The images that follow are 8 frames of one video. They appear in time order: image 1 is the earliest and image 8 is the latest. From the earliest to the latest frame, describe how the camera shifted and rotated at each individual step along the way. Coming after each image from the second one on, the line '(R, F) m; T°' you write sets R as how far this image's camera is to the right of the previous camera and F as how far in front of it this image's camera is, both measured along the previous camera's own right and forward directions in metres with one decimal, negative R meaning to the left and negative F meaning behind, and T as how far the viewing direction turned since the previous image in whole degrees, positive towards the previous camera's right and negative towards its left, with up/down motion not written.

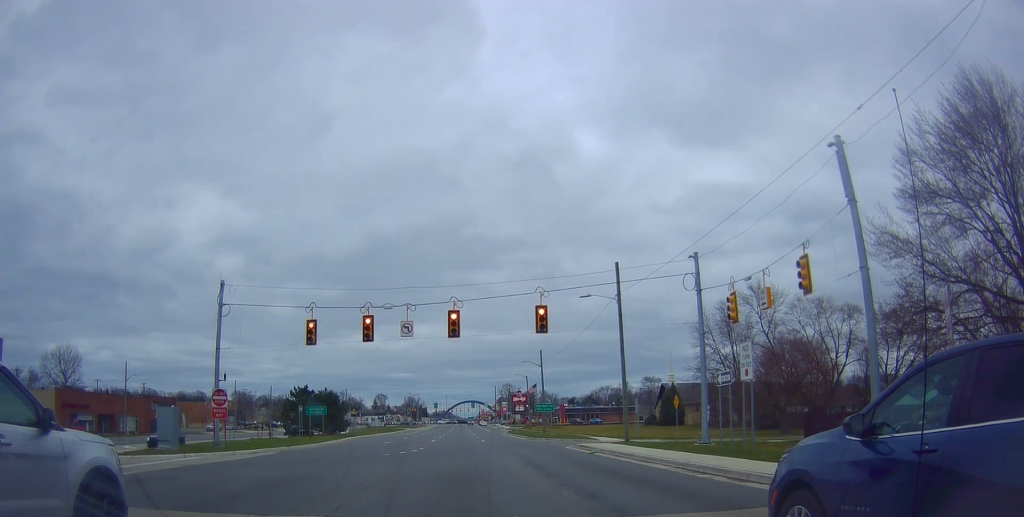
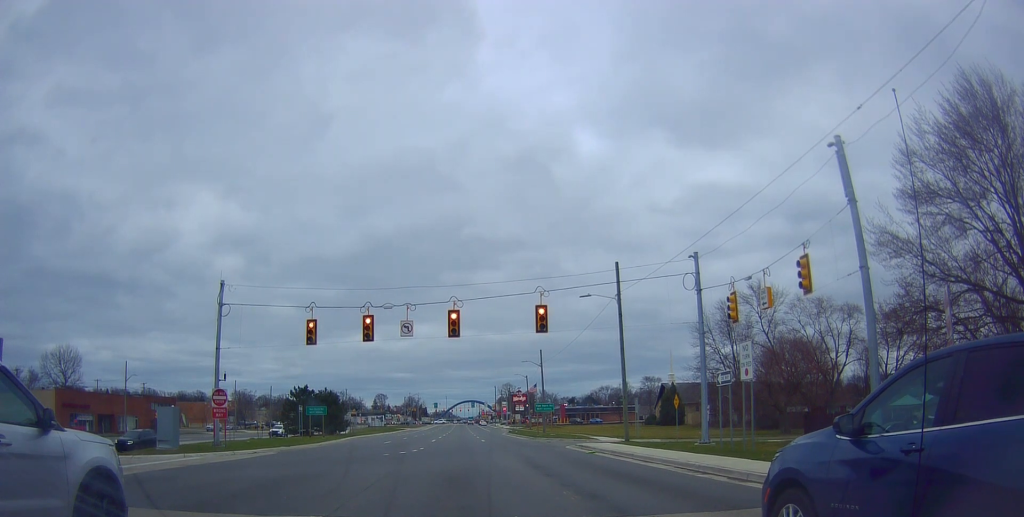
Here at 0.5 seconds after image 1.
(0.0, 0.0) m; 0°
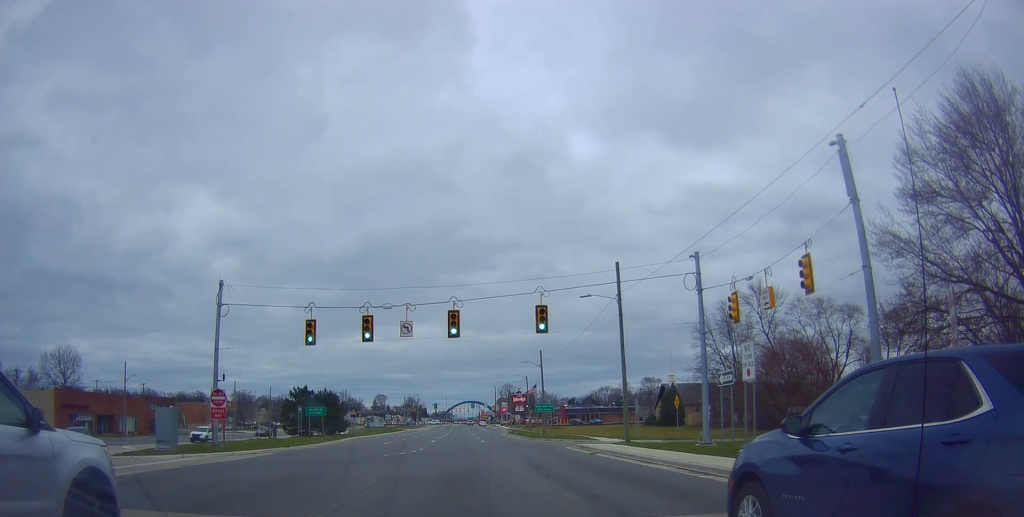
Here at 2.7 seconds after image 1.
(+0.1, +0.6) m; 0°
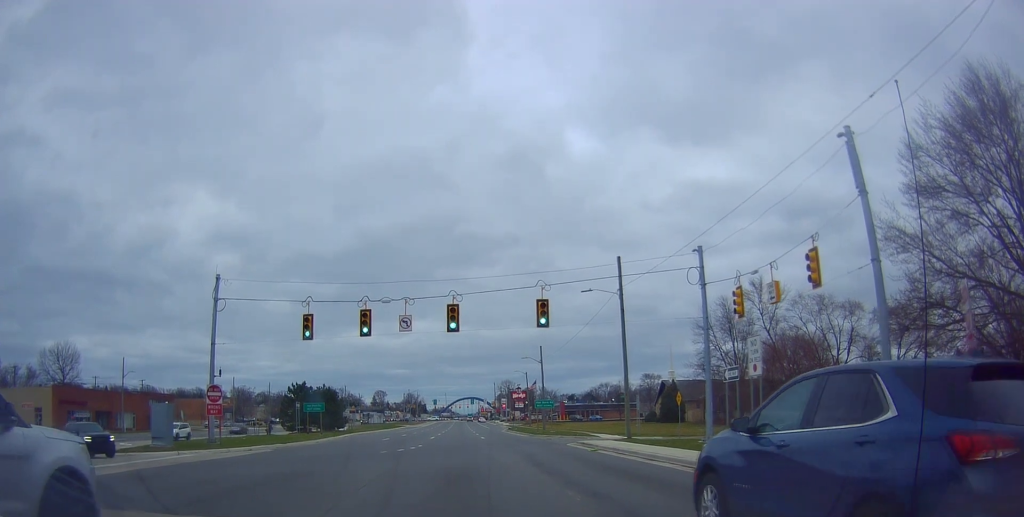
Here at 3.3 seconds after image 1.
(+0.1, +0.4) m; 0°
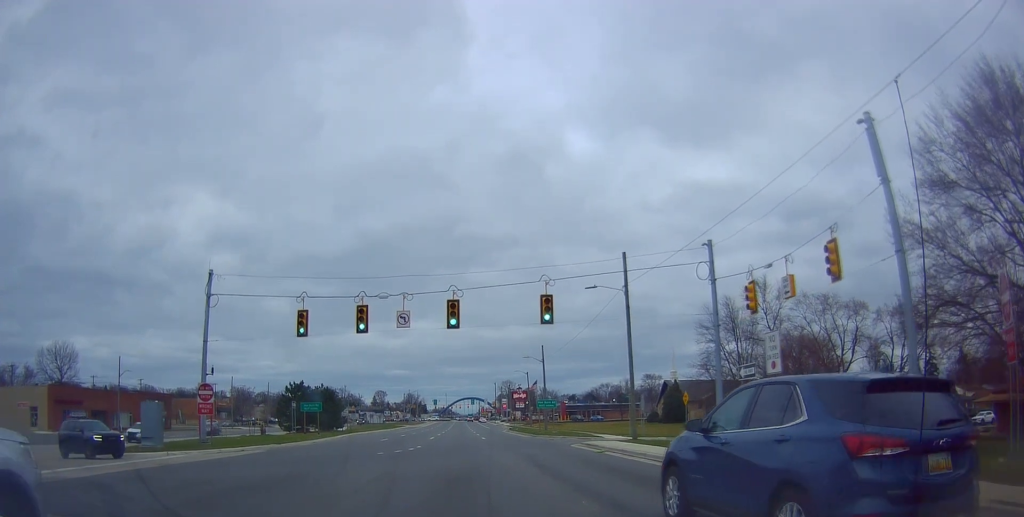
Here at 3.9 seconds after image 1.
(+0.1, +0.5) m; 0°
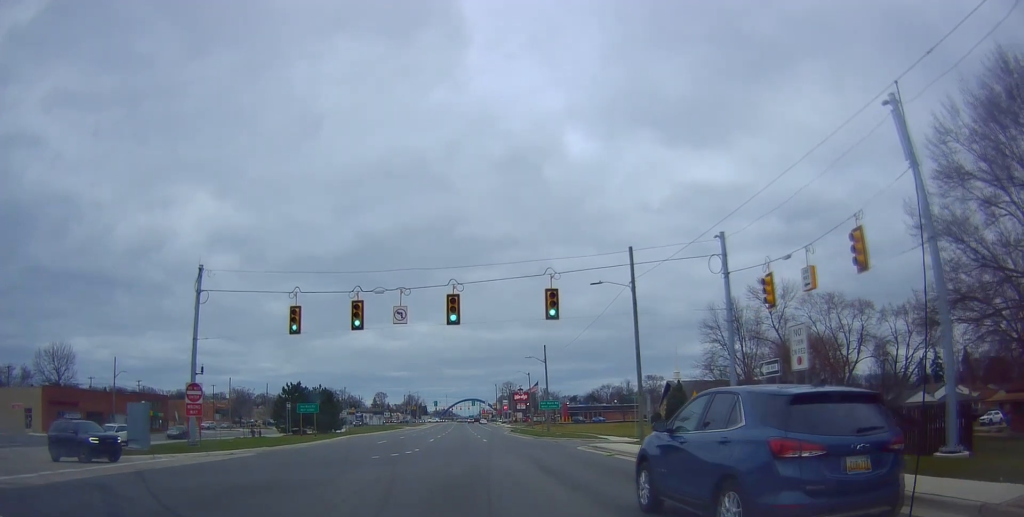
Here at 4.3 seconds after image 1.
(+0.1, +0.4) m; 0°
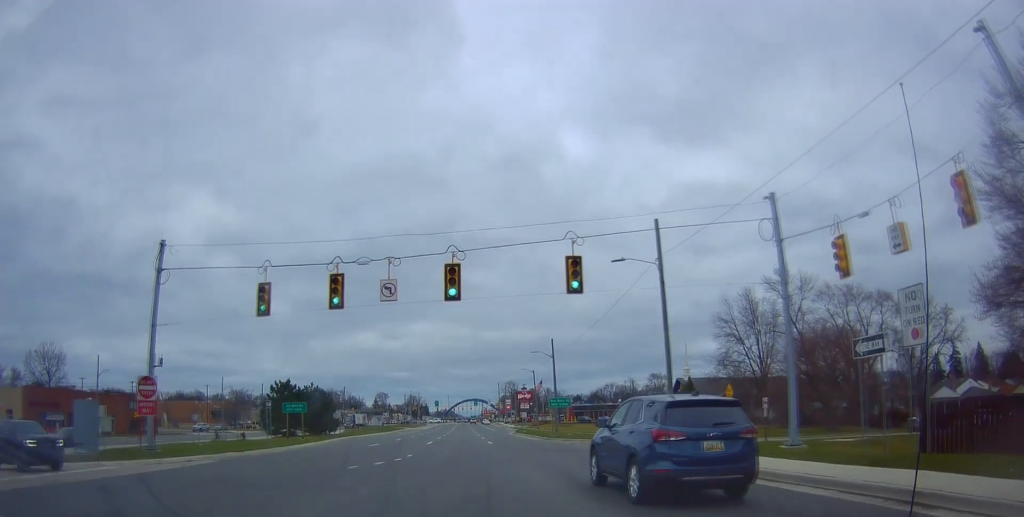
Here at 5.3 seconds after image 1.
(+0.1, +1.5) m; -1°
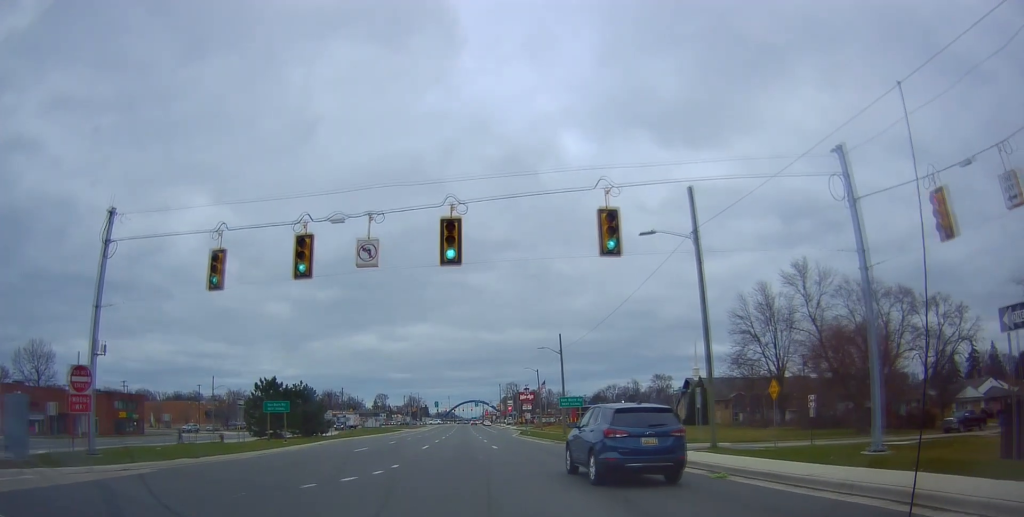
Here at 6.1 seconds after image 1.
(-0.1, +2.3) m; -2°
